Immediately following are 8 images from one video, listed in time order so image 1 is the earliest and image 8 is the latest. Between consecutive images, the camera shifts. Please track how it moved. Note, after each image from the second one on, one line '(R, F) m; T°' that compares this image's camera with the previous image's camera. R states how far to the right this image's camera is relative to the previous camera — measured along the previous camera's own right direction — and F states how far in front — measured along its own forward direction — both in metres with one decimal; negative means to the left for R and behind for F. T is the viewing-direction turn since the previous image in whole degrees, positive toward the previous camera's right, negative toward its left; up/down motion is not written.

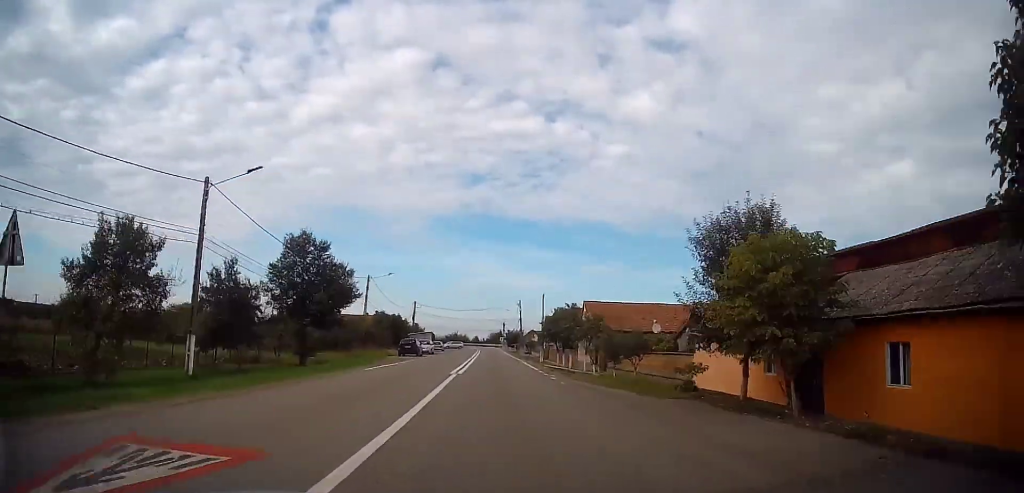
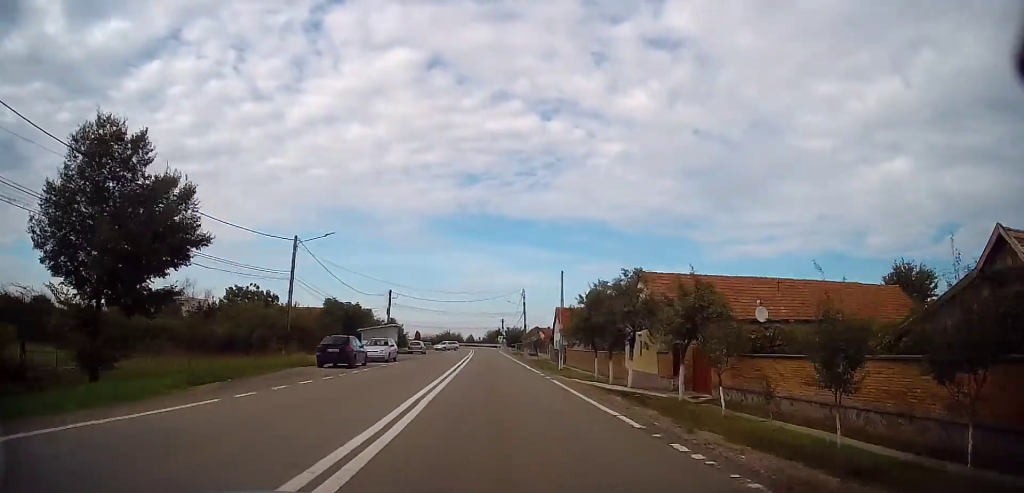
(0.0, +19.9) m; +1°
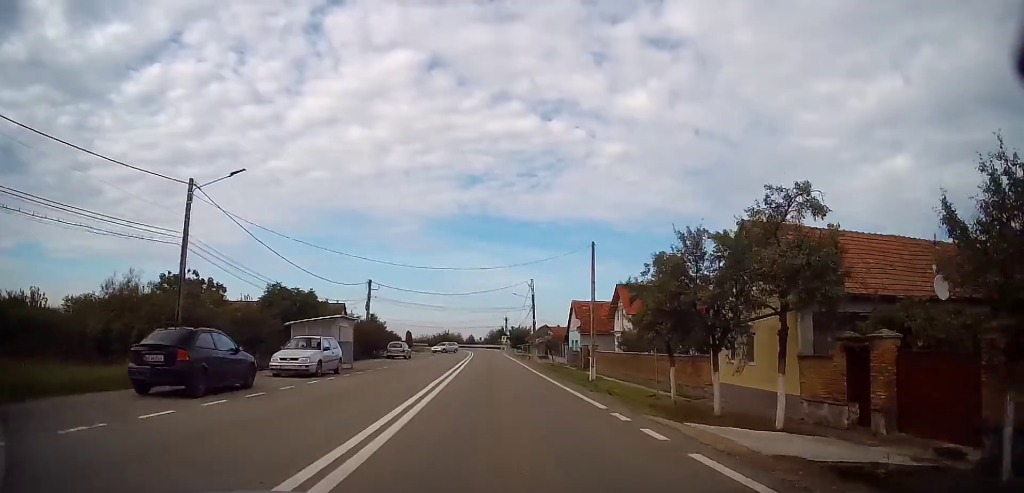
(+0.1, +13.0) m; 0°
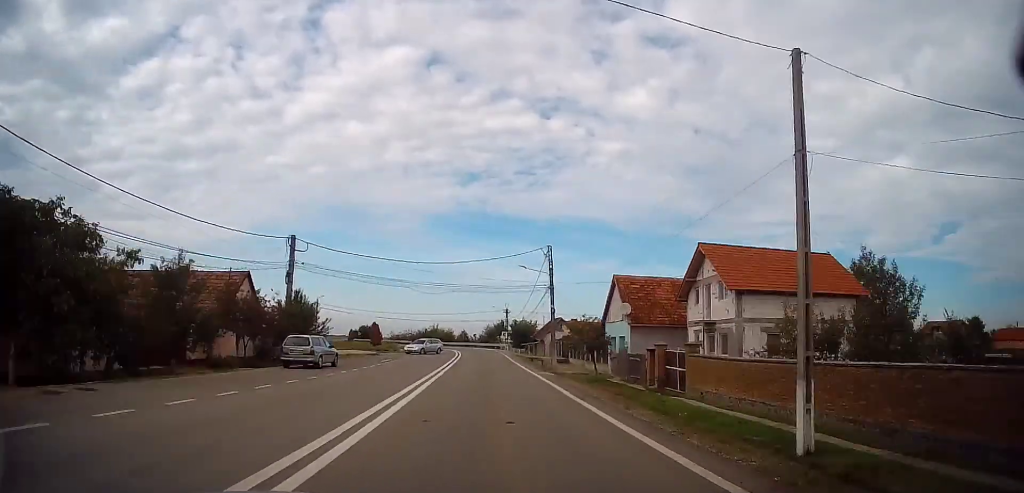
(+0.1, +22.6) m; 0°
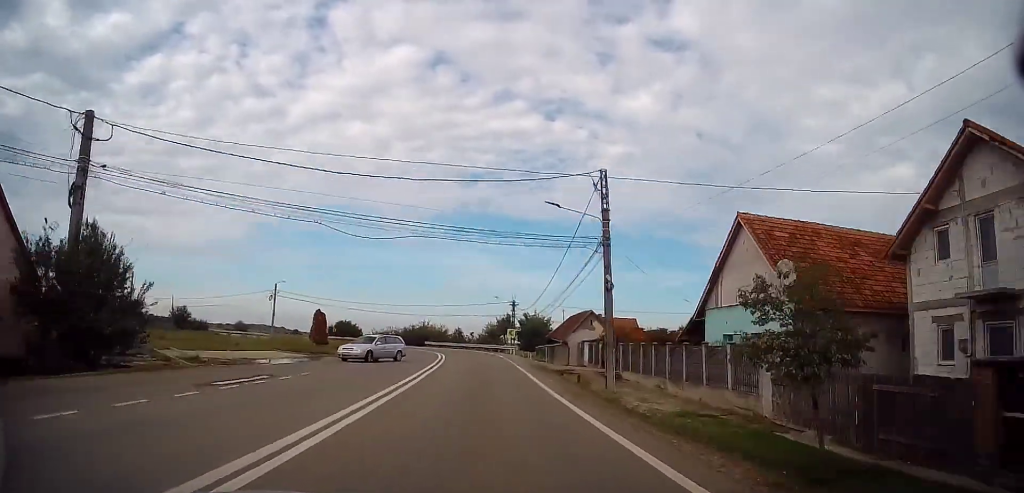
(0.0, +21.1) m; 0°
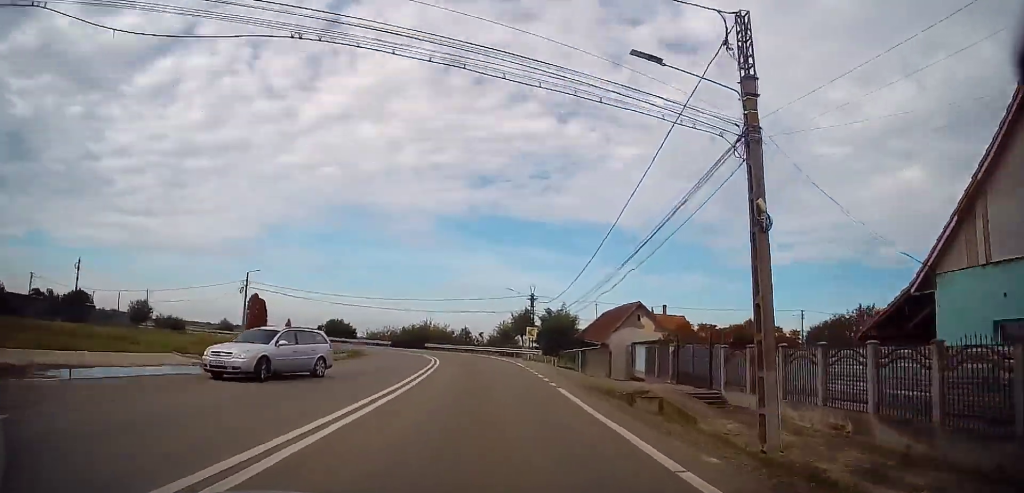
(0.0, +13.3) m; -1°
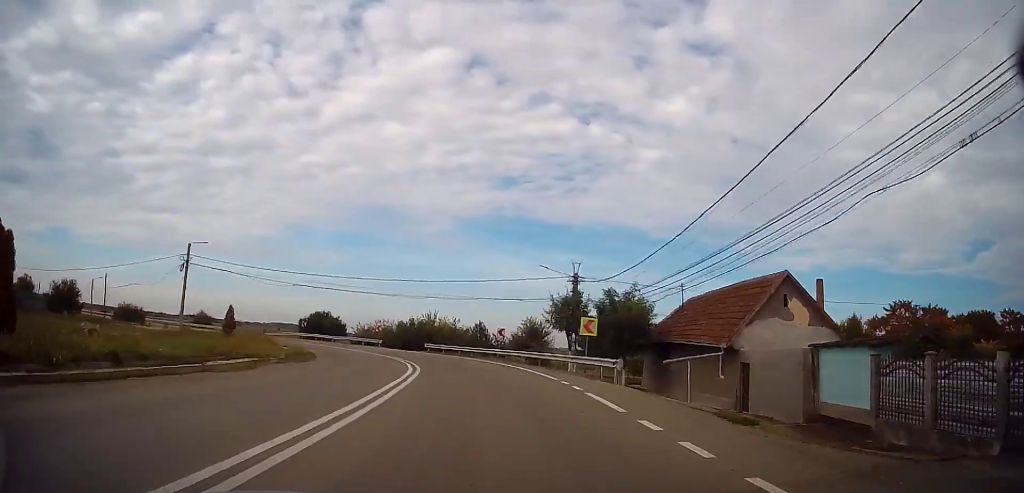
(-0.3, +17.8) m; -3°
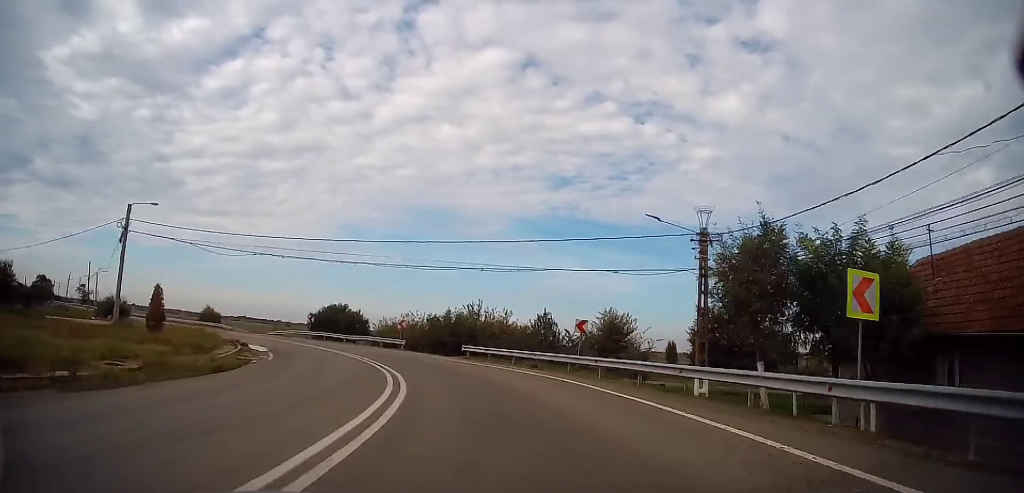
(-0.7, +16.5) m; -7°
